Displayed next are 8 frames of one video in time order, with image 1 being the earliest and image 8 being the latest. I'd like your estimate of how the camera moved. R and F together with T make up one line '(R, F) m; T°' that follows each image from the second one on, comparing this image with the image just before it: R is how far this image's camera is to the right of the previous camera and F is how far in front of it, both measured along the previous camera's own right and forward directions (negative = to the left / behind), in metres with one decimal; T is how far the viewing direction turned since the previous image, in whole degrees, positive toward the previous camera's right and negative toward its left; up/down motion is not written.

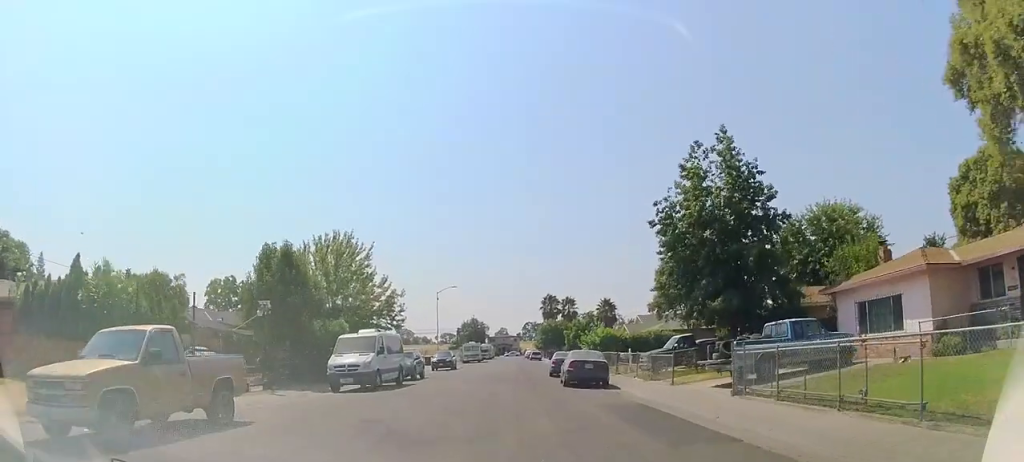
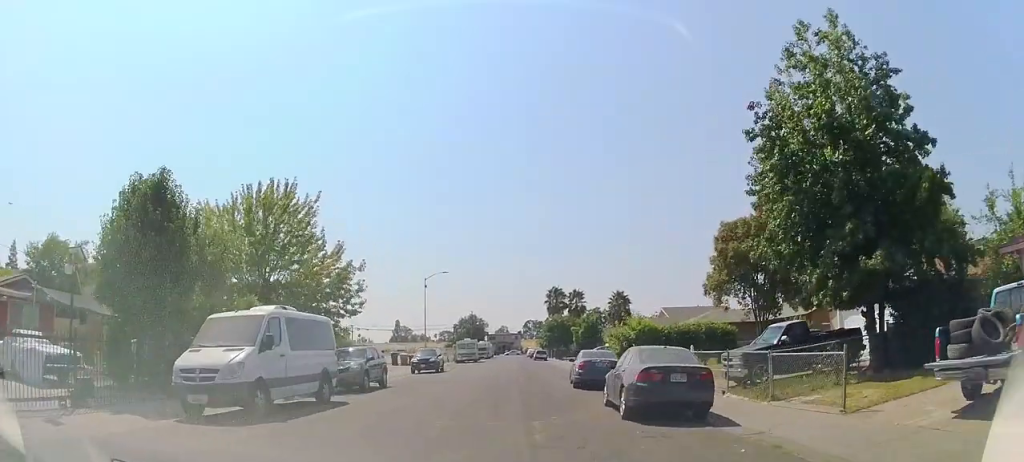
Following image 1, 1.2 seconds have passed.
(0.0, +10.7) m; 0°
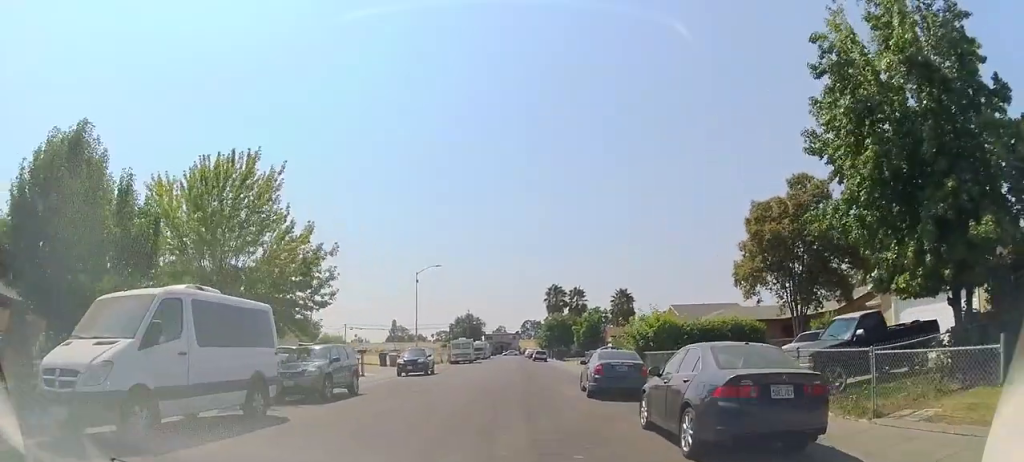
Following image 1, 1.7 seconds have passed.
(0.0, +4.0) m; 0°
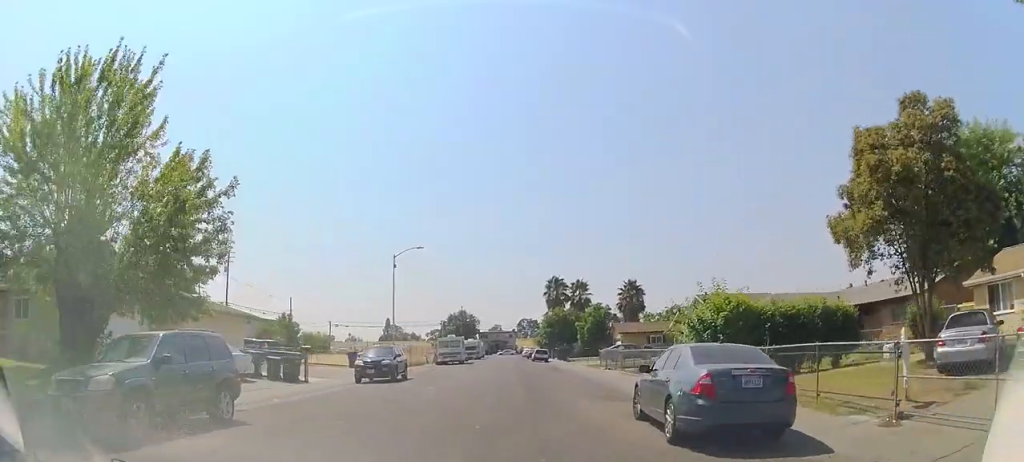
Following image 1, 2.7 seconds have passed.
(0.0, +8.5) m; 0°
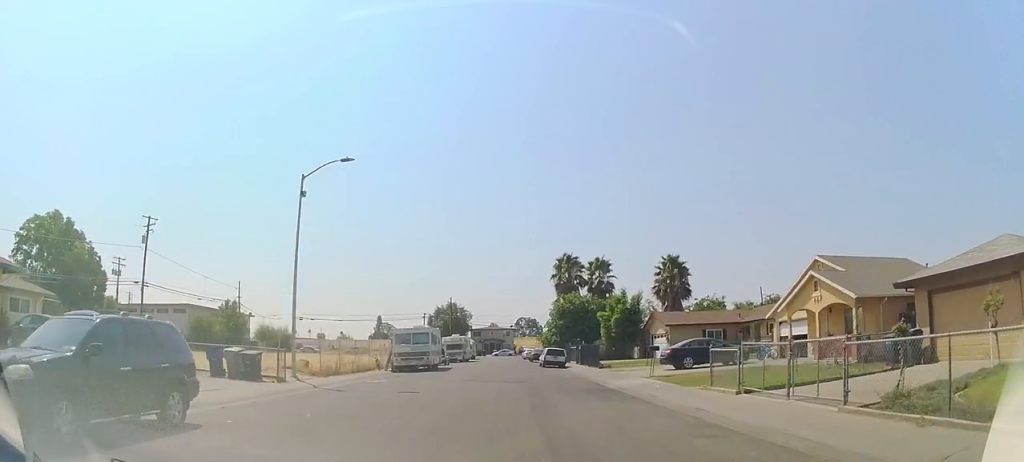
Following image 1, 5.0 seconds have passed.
(+0.1, +19.8) m; +2°
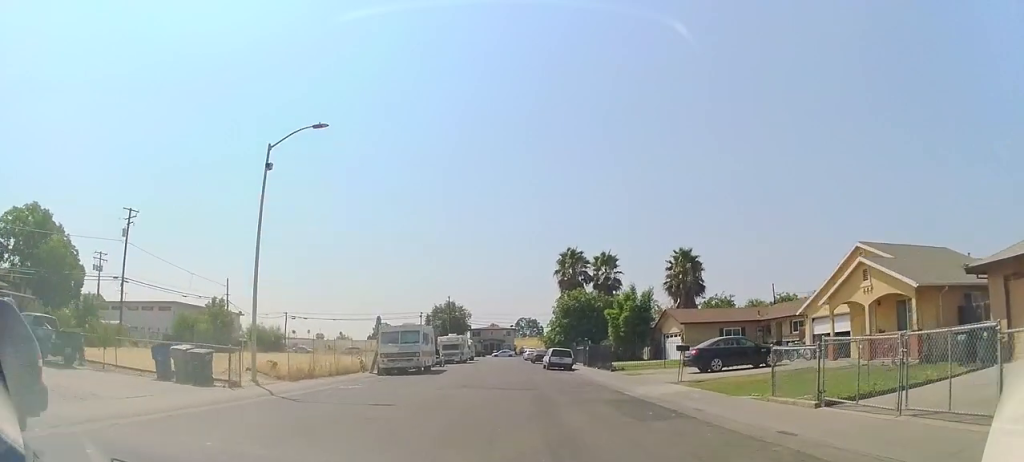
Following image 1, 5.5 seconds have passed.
(-0.1, +4.0) m; +1°
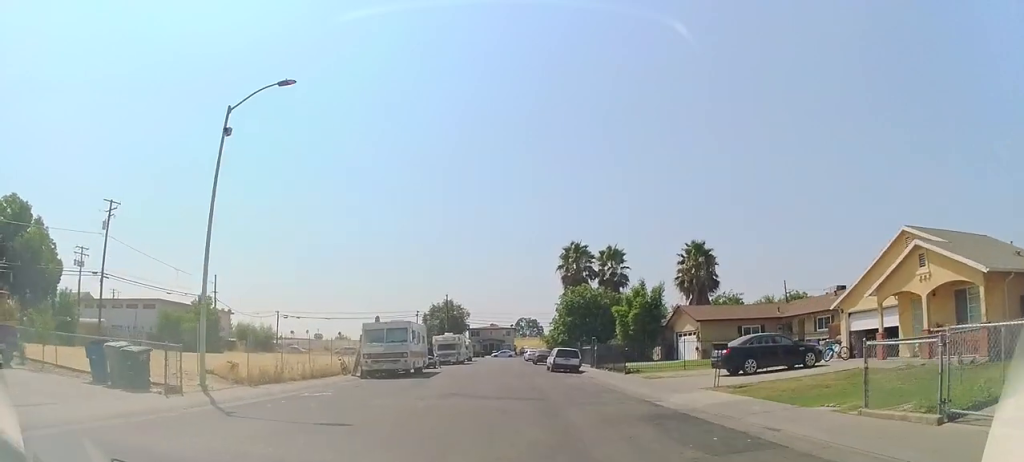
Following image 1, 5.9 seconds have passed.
(+0.2, +3.6) m; 0°
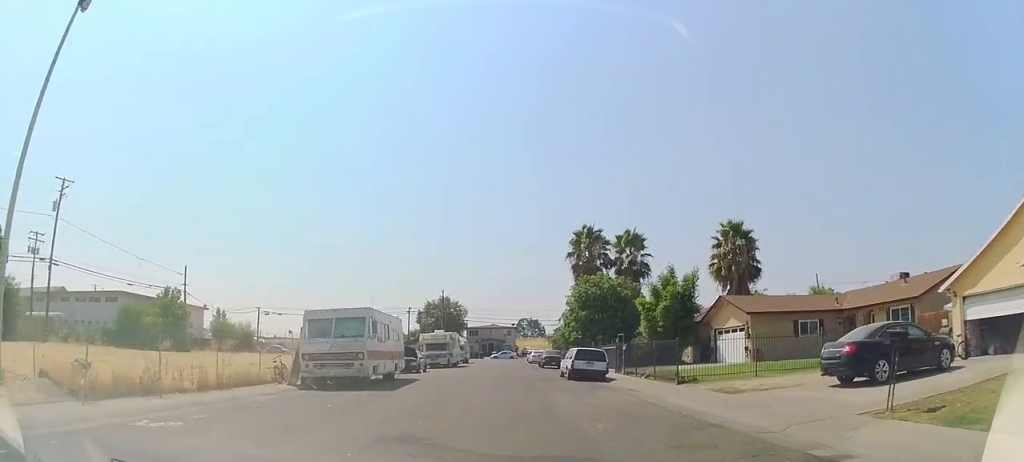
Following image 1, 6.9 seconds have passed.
(+0.1, +8.3) m; -1°
